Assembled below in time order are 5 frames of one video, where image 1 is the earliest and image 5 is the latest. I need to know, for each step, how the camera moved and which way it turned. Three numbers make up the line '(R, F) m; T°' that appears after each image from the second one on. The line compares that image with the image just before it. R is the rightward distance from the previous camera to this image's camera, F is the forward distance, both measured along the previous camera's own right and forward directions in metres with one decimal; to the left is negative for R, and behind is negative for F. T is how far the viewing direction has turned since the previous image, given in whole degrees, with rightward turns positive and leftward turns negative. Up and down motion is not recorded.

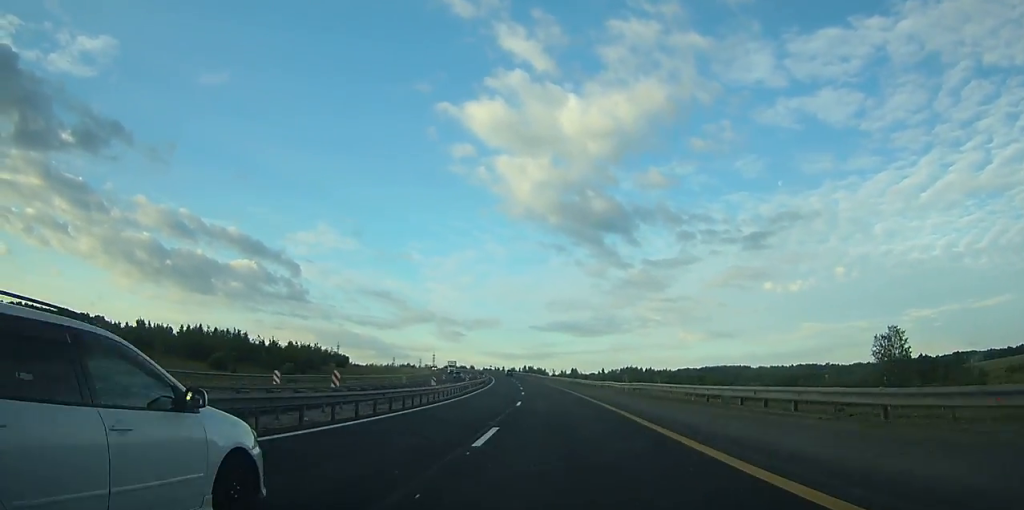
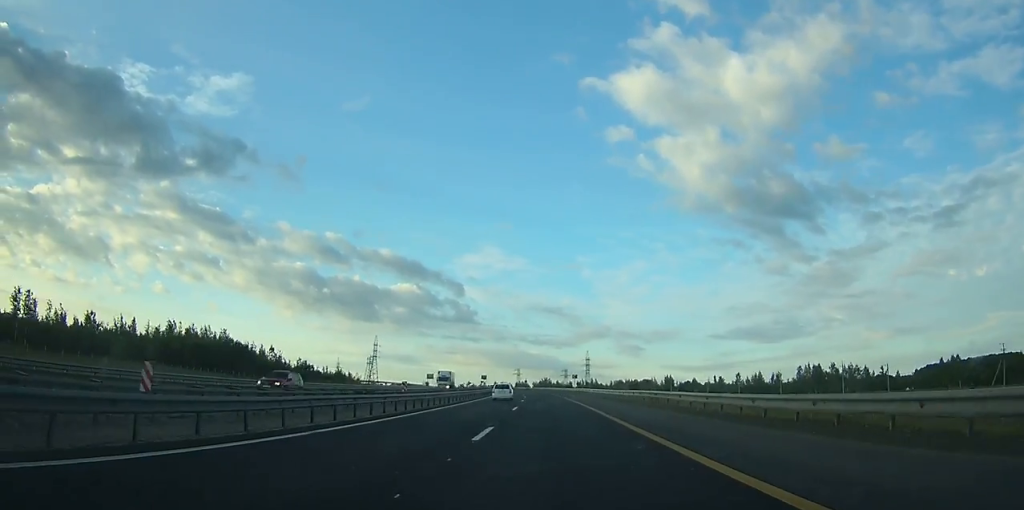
(-50.9, +364.8) m; -16°
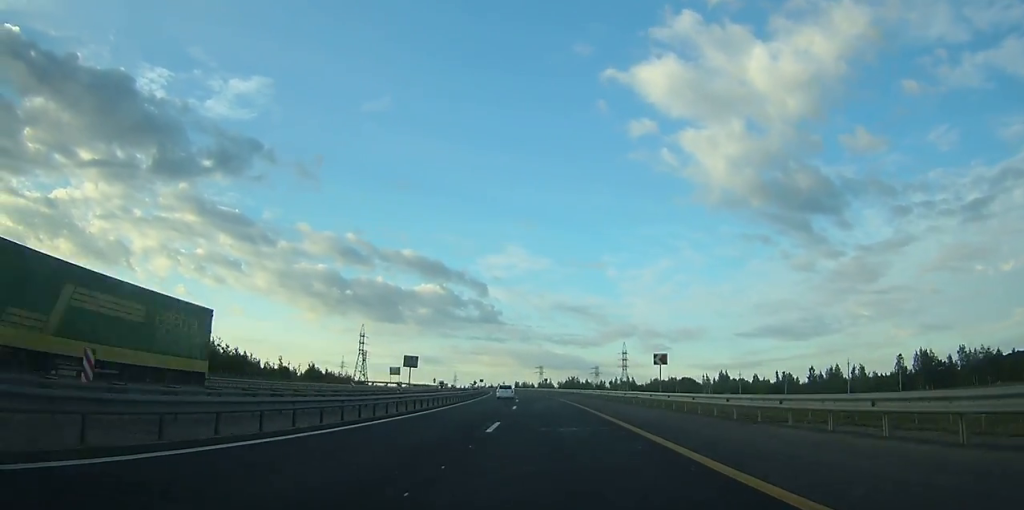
(-0.7, +55.2) m; -3°
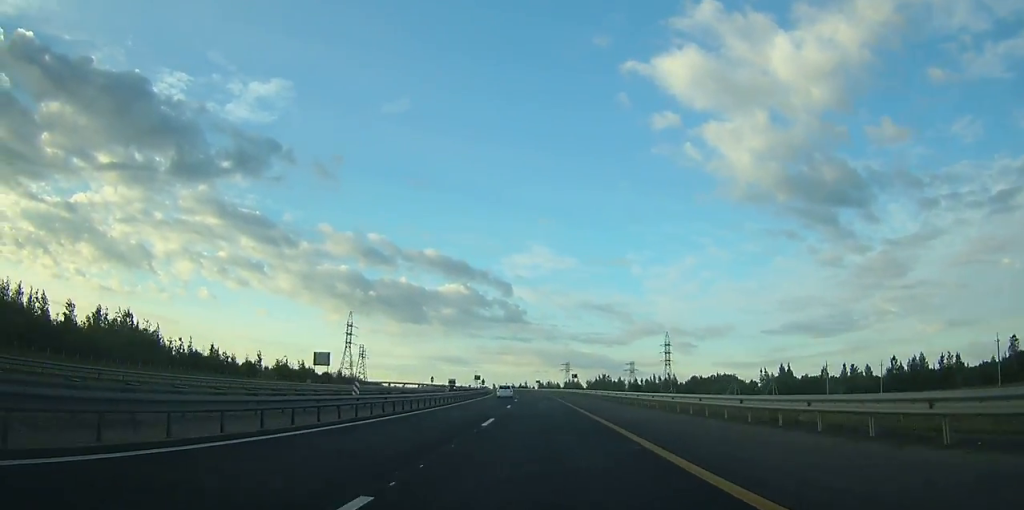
(-1.5, +41.7) m; -2°
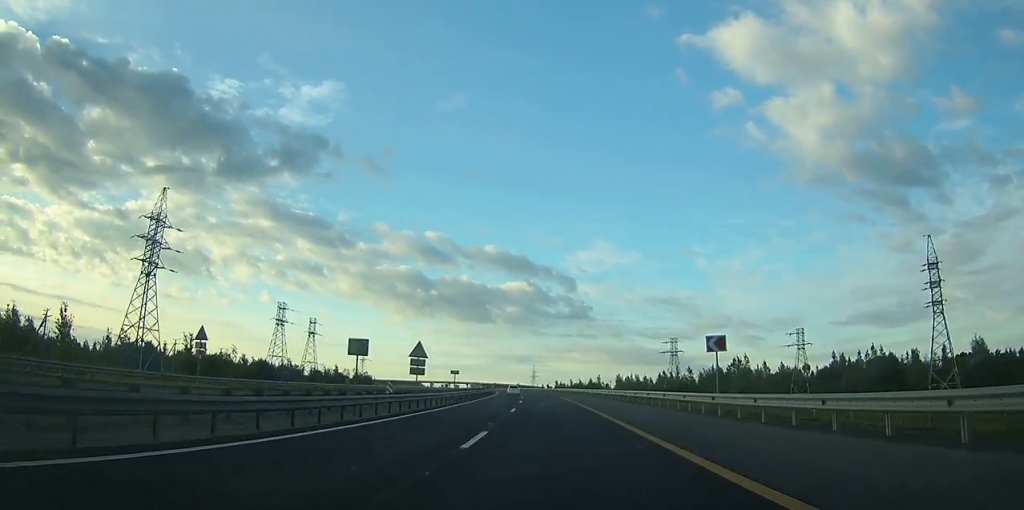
(-6.3, +126.0) m; -6°
